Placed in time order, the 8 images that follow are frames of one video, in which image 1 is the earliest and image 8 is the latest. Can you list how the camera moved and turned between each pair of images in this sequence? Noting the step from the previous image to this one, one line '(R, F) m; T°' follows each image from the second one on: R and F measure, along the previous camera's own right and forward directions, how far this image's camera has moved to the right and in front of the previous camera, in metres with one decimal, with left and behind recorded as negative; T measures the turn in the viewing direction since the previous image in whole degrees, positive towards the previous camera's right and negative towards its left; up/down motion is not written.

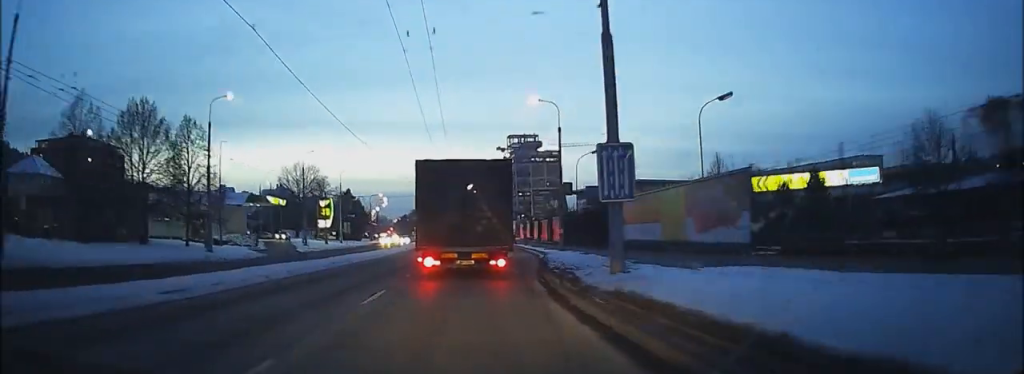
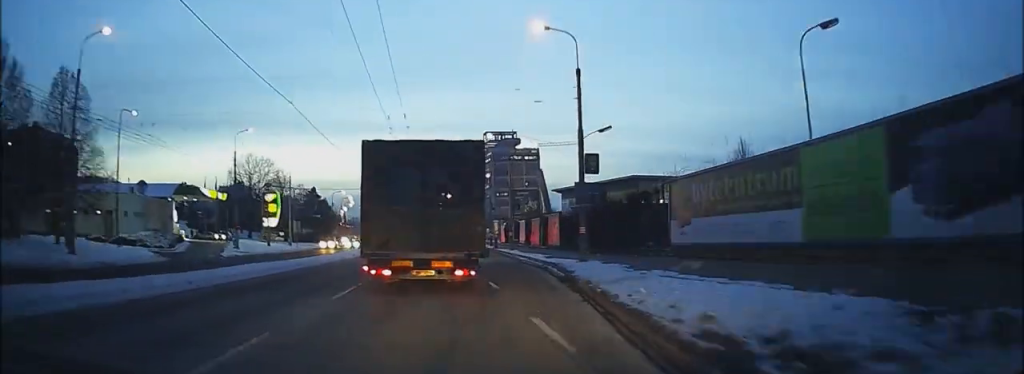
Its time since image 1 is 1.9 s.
(-0.3, +16.2) m; +1°
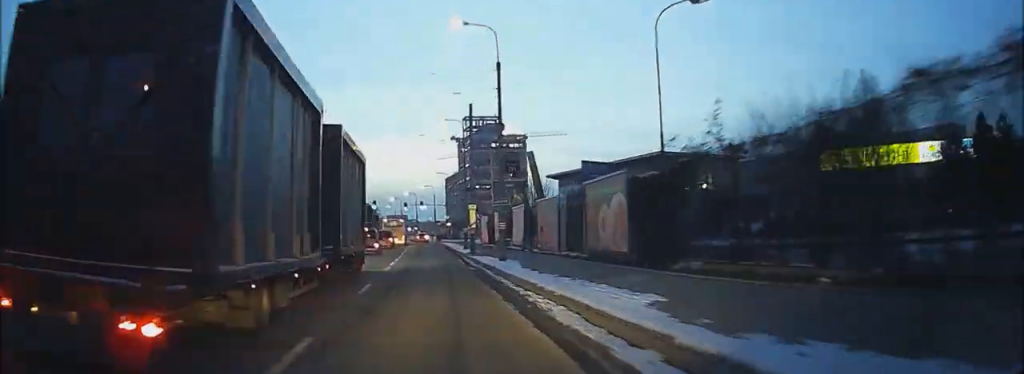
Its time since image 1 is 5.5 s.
(-0.3, +32.2) m; +2°
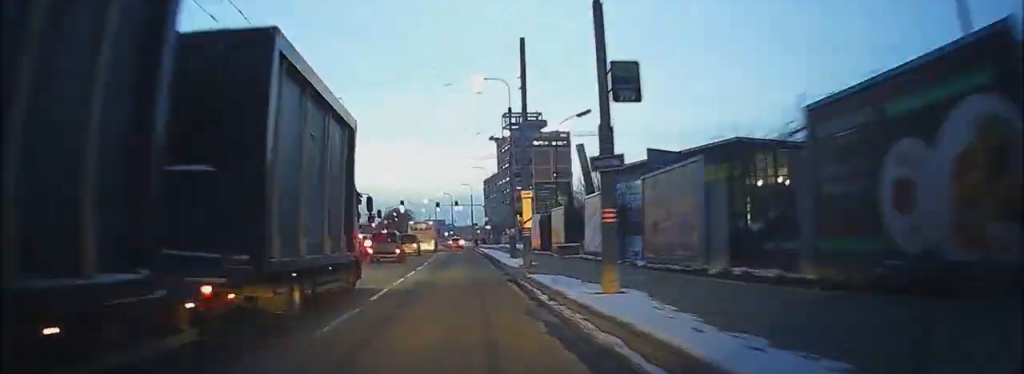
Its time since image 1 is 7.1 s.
(+1.0, +15.8) m; +1°
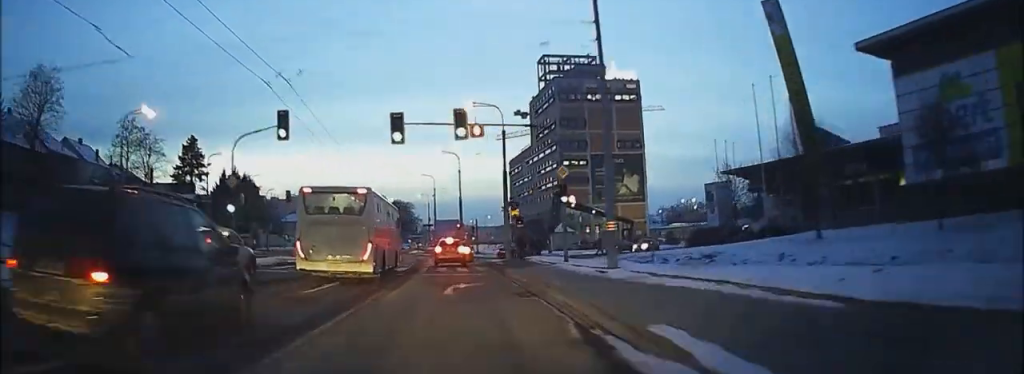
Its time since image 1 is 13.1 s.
(+0.1, +57.0) m; +5°
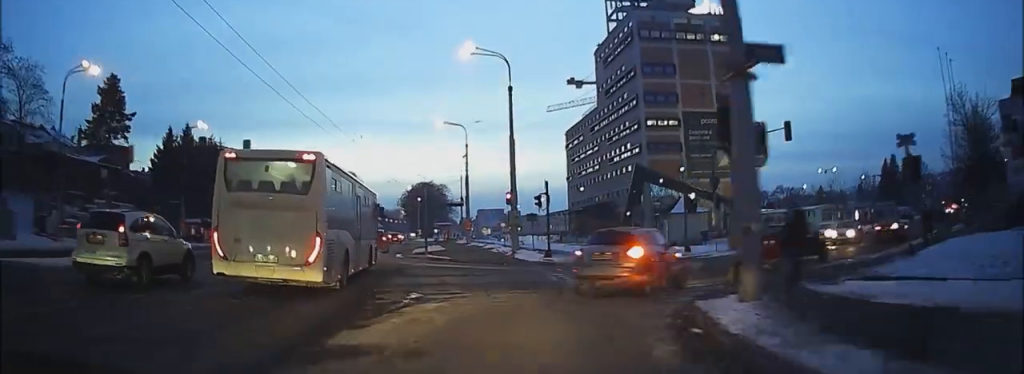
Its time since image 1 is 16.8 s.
(+3.3, +30.7) m; +10°
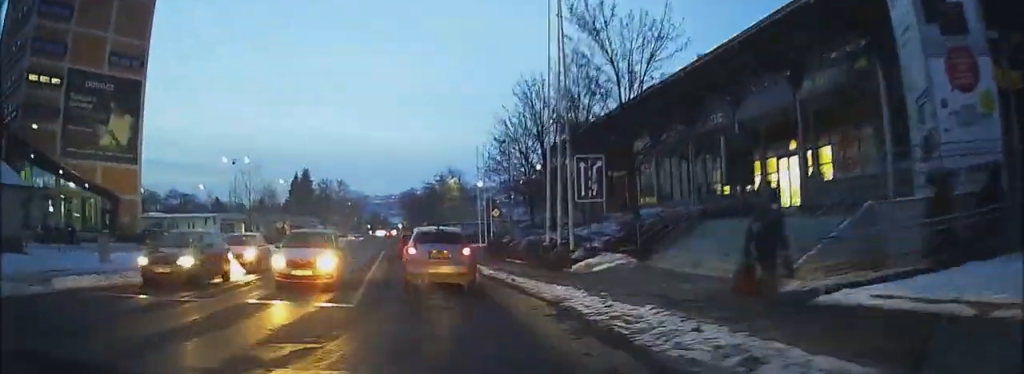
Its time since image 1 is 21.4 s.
(+2.7, +35.3) m; +10°
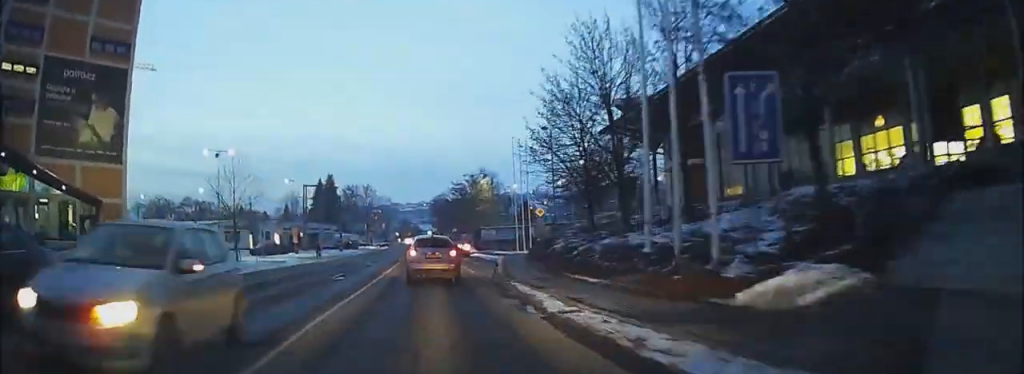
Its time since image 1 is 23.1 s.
(+0.1, +13.3) m; +7°
